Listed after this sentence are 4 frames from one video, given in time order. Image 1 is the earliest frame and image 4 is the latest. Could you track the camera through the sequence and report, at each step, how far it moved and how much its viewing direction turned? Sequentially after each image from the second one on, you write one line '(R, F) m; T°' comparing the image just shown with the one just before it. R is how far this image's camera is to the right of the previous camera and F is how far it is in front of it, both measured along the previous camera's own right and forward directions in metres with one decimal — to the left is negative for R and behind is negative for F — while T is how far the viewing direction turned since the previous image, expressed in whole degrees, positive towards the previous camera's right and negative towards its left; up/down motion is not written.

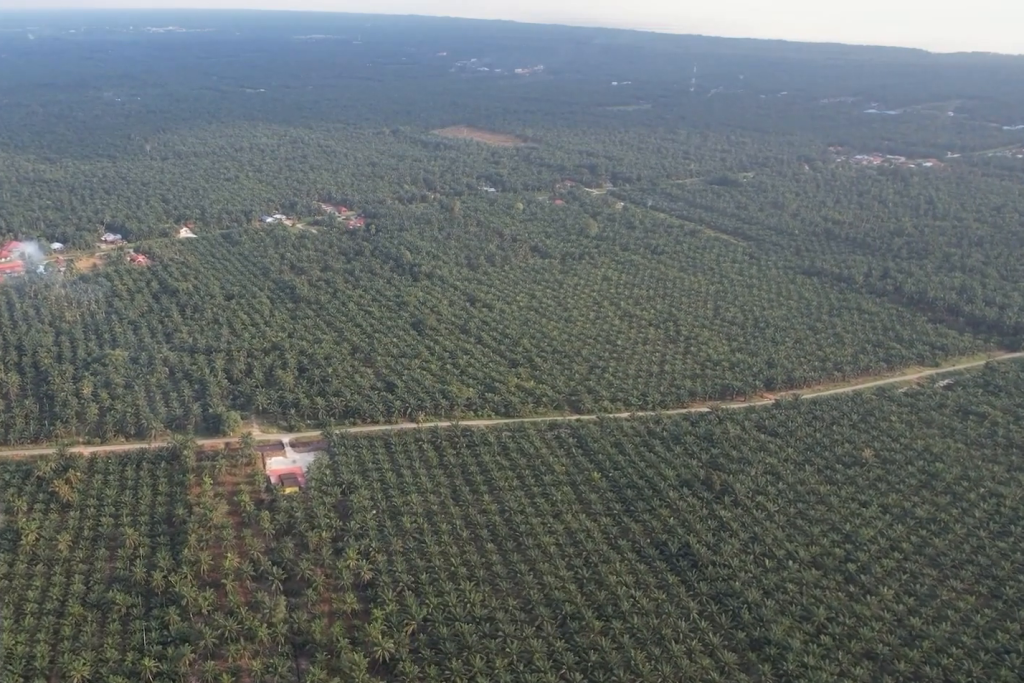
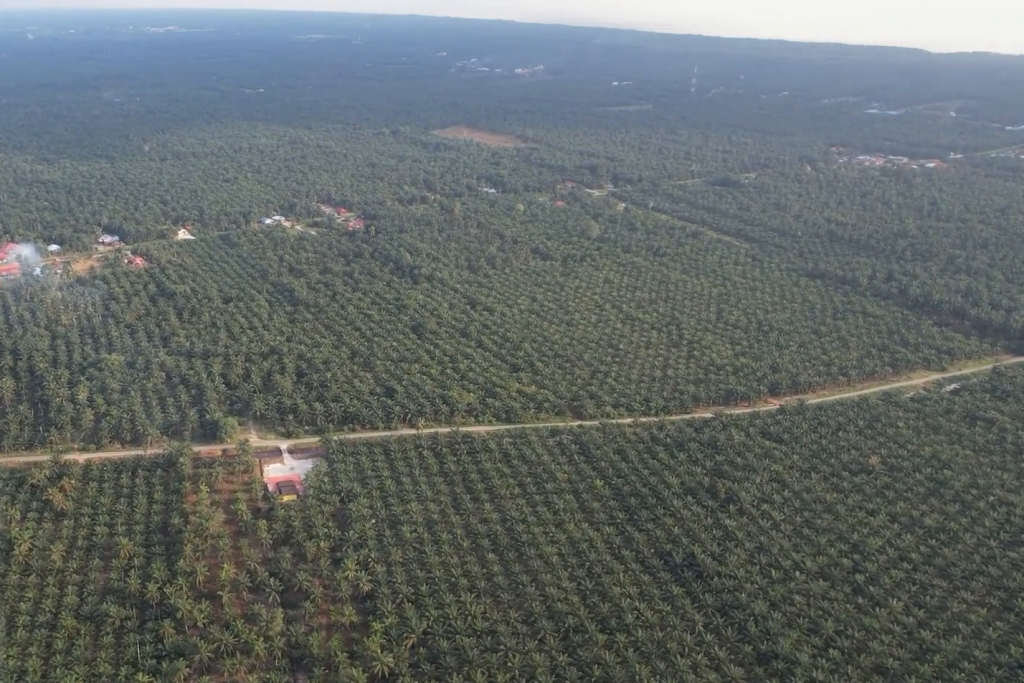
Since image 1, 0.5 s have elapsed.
(0.0, +7.2) m; 0°
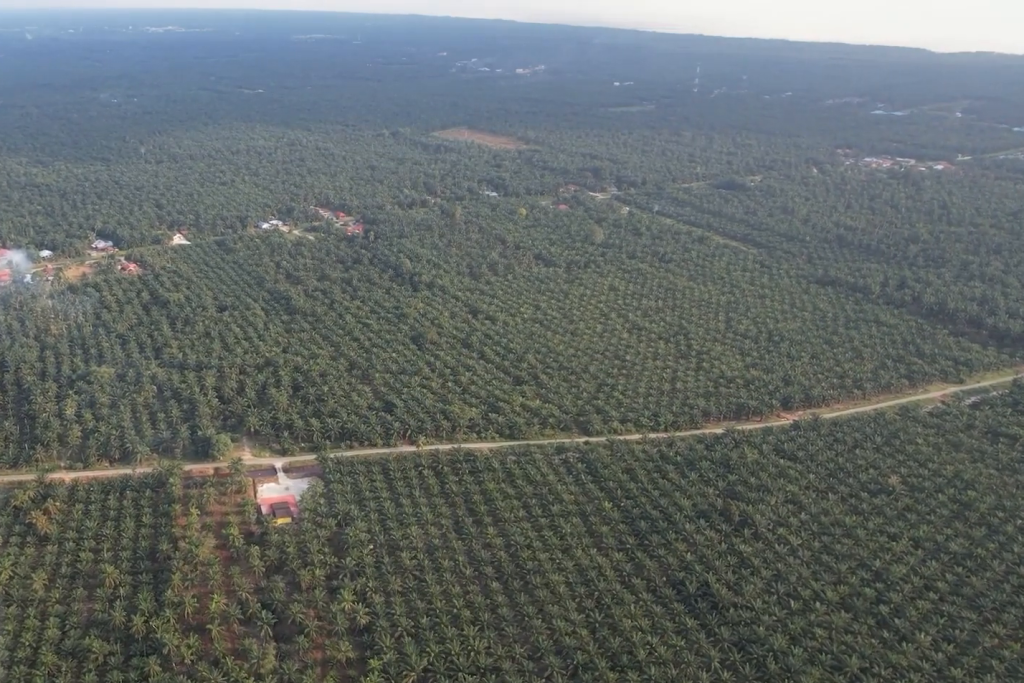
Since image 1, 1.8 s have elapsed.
(0.0, +19.1) m; 0°
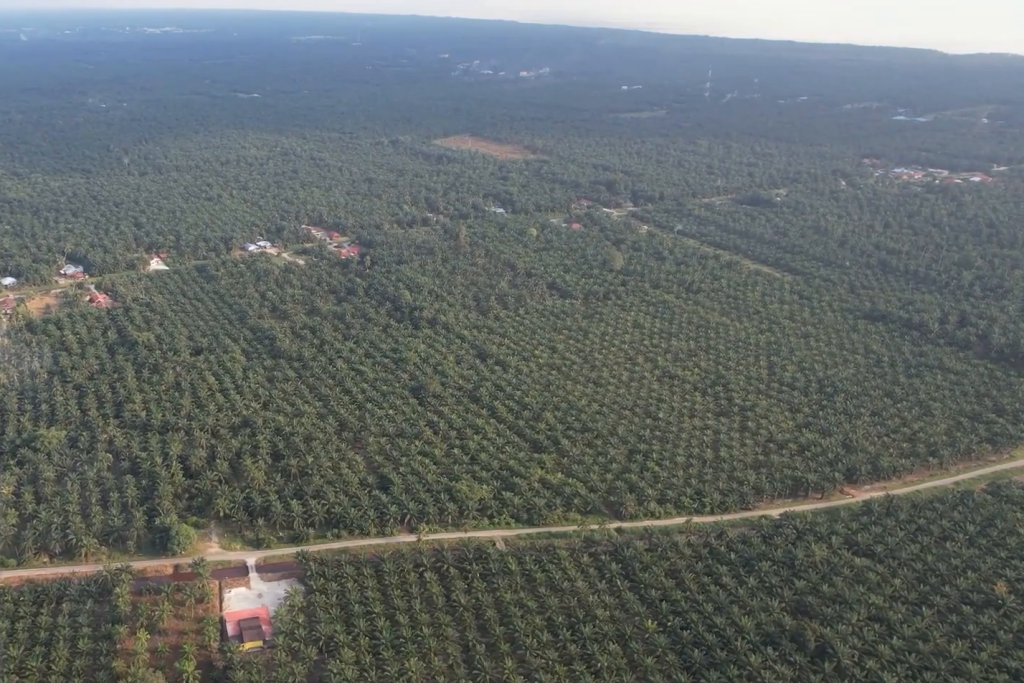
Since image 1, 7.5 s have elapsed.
(0.0, +80.4) m; 0°
